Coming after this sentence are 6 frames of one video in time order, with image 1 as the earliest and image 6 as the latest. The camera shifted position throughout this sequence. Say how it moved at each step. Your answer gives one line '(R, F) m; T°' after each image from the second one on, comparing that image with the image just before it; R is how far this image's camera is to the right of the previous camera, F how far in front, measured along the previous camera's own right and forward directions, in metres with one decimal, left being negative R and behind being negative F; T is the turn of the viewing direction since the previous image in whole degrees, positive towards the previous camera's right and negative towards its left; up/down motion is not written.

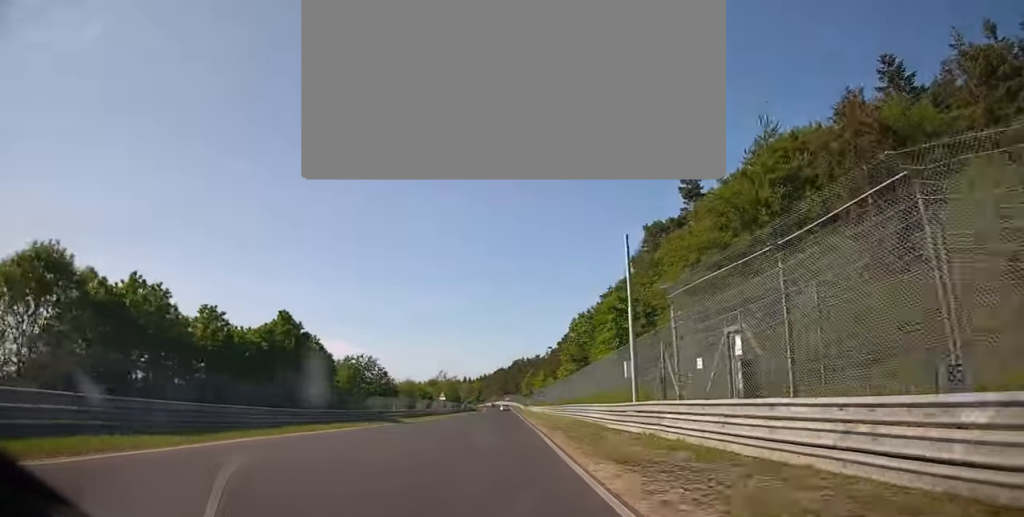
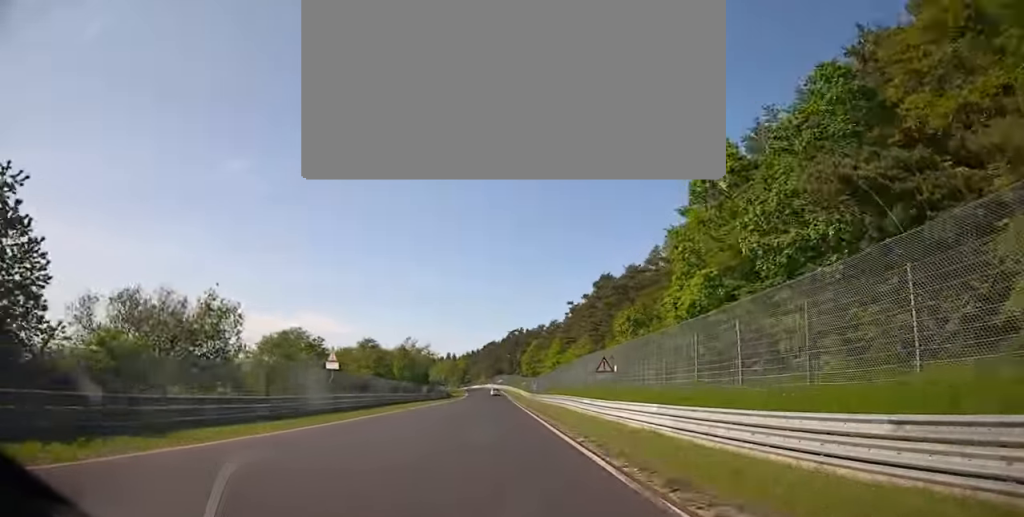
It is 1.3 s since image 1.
(+0.8, +61.6) m; +1°
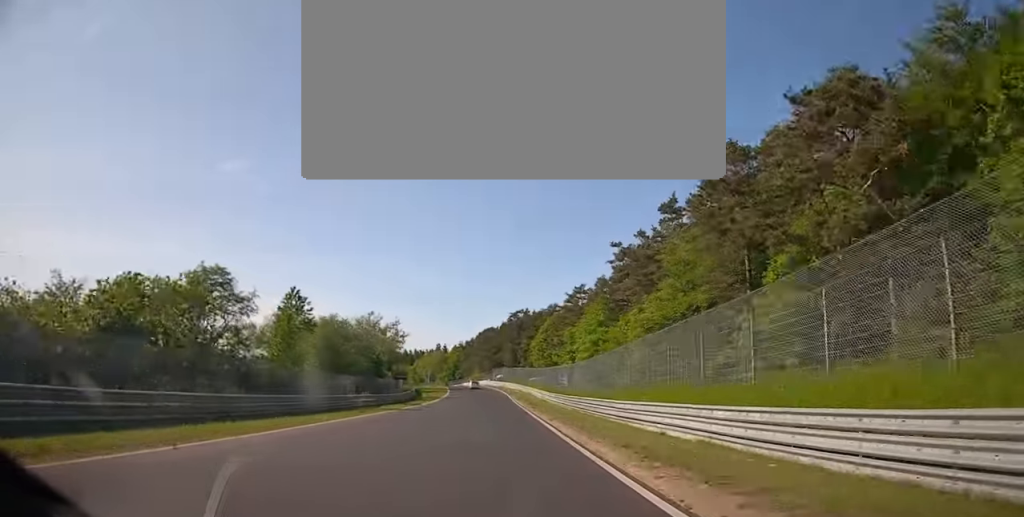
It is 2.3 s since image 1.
(0.0, +43.8) m; 0°
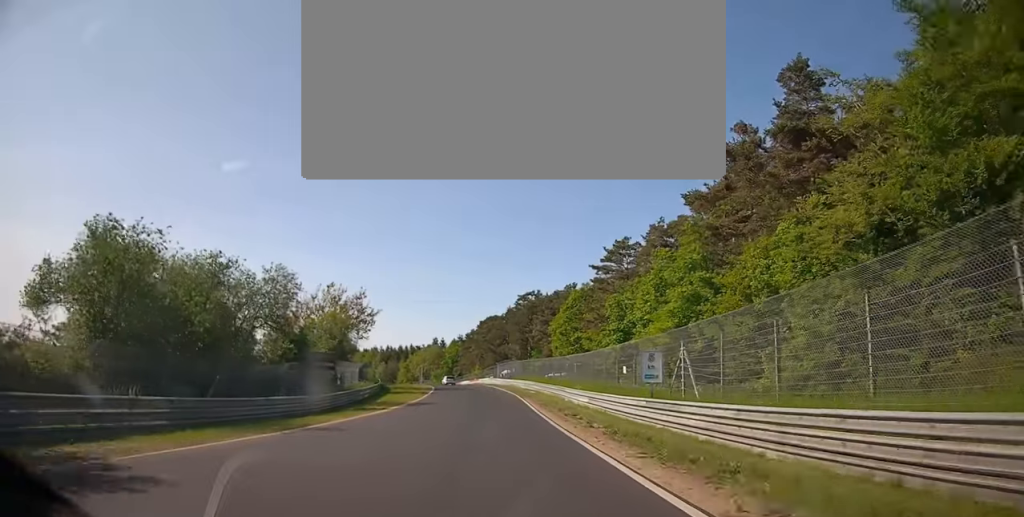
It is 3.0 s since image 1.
(0.0, +28.8) m; -1°
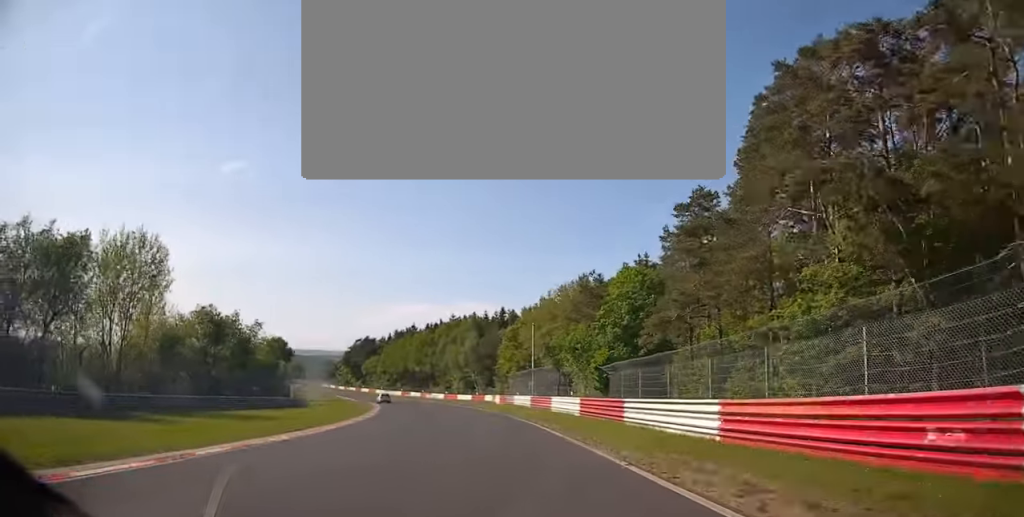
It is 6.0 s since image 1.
(-14.9, +115.2) m; -18°
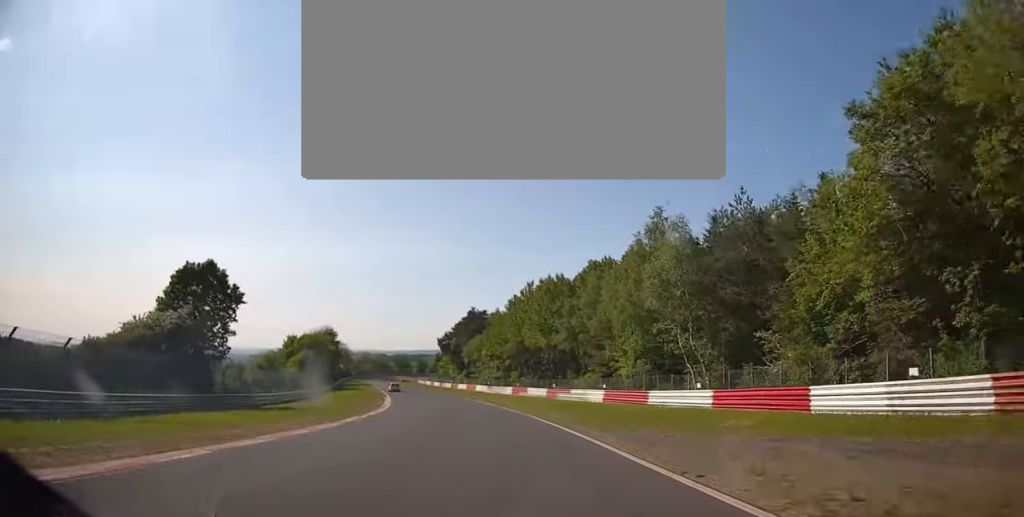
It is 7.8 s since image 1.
(-7.0, +65.1) m; -13°
